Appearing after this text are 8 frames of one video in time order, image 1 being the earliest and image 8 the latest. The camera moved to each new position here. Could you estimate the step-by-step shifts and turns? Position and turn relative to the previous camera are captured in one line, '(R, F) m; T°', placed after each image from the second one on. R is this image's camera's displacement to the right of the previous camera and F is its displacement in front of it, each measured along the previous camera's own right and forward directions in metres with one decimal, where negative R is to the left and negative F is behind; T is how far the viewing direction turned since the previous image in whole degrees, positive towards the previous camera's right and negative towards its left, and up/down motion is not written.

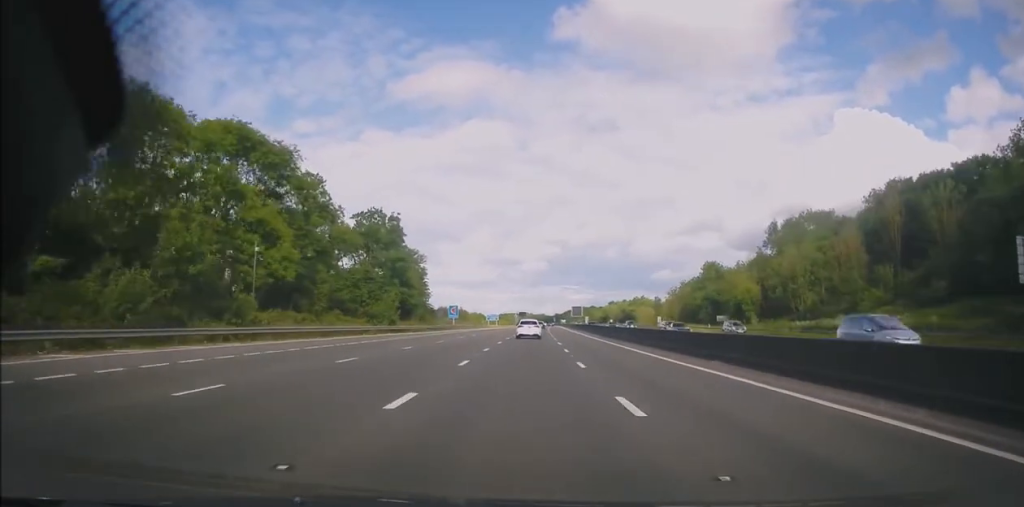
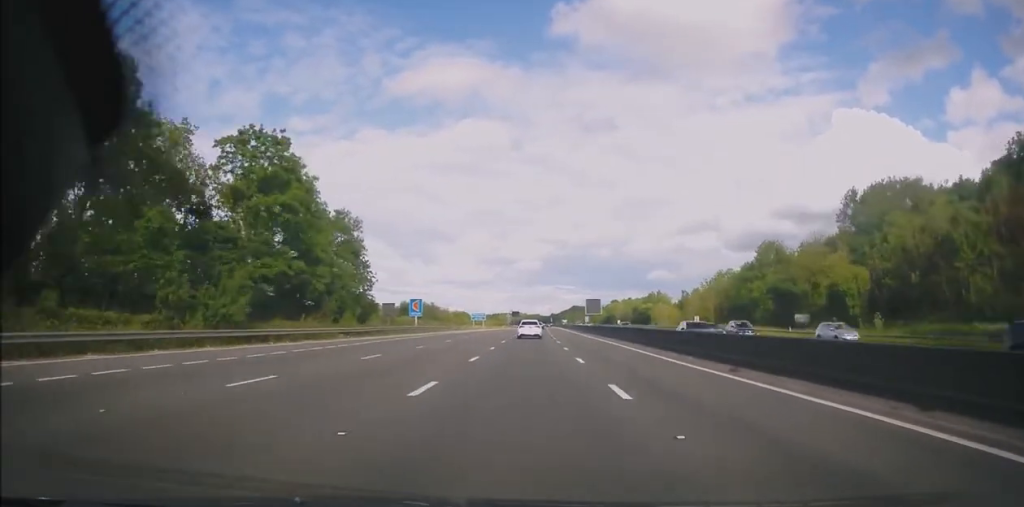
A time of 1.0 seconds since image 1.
(+0.5, +33.6) m; 0°
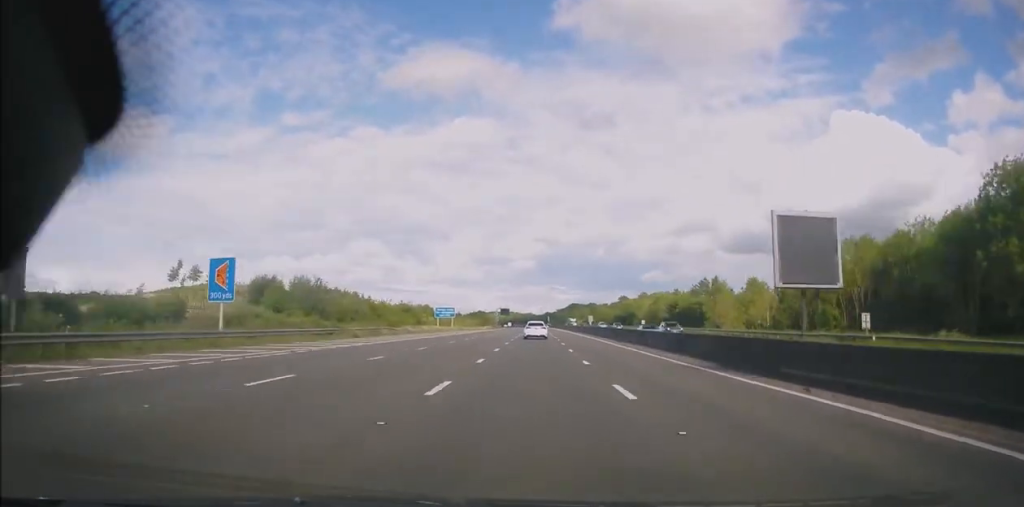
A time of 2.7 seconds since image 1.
(-0.2, +53.2) m; +1°
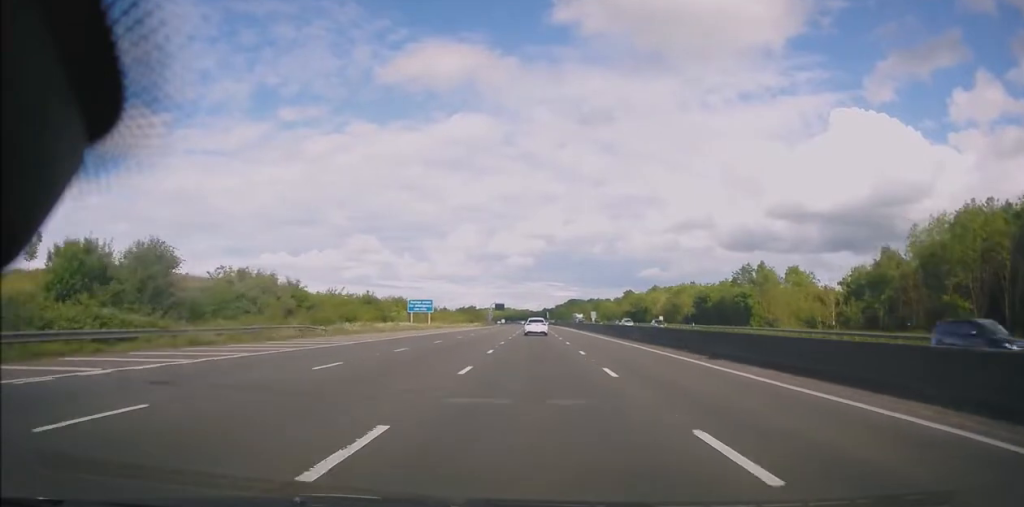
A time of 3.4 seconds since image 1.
(+0.3, +23.0) m; +1°
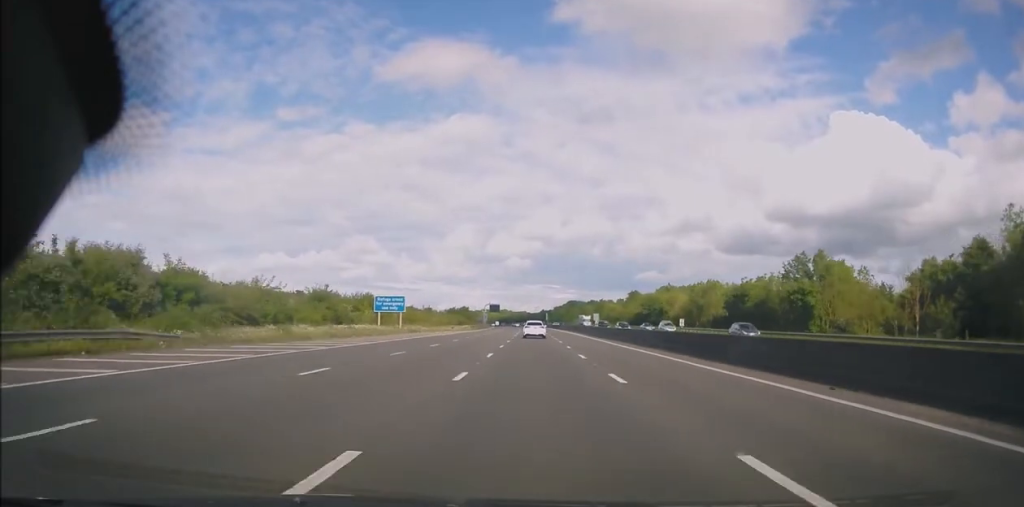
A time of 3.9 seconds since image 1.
(+0.3, +18.7) m; 0°
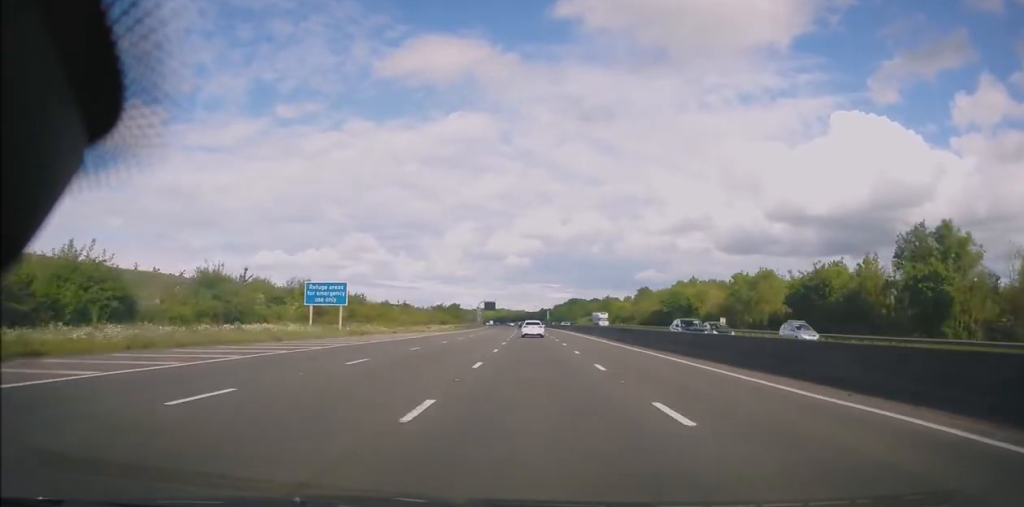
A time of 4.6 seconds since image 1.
(-0.3, +23.1) m; 0°
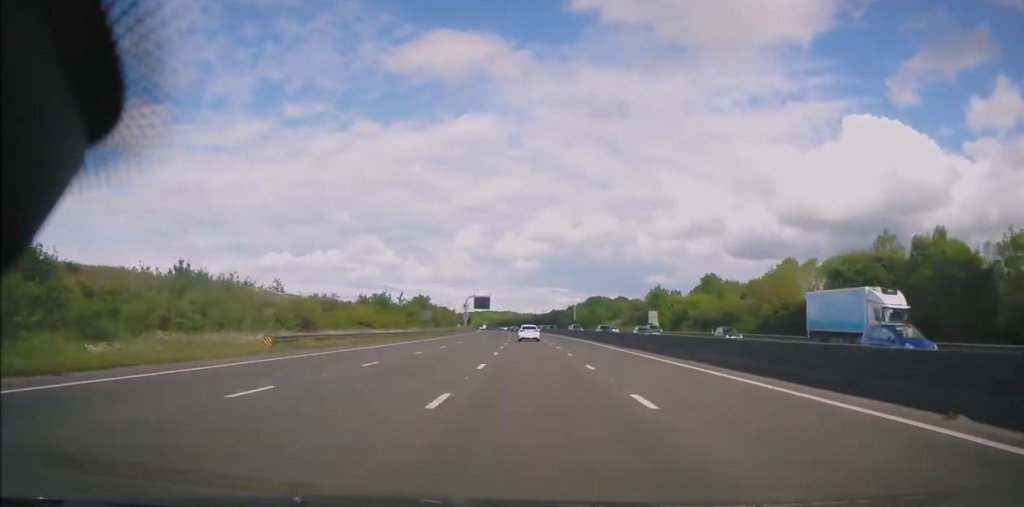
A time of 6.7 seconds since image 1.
(+0.1, +69.3) m; 0°
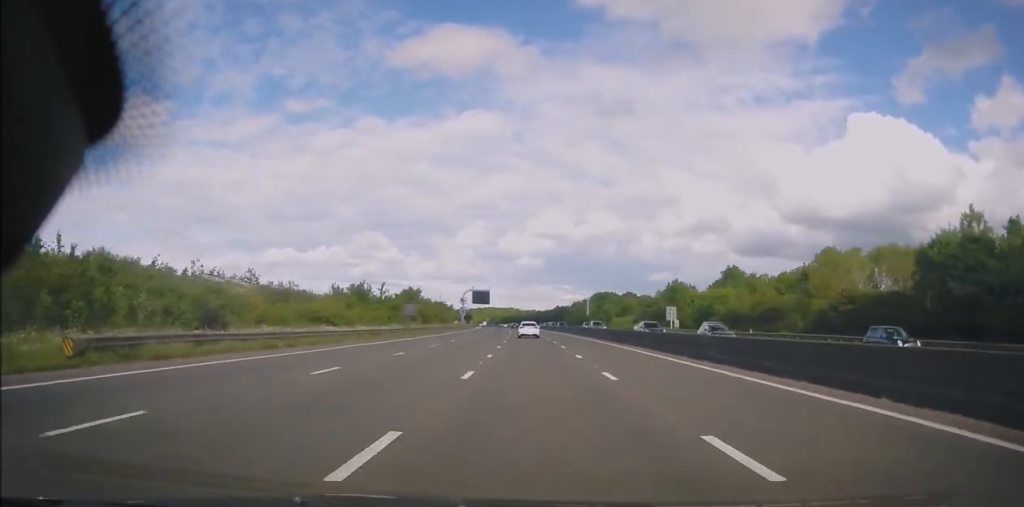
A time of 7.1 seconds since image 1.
(0.0, +13.1) m; 0°
